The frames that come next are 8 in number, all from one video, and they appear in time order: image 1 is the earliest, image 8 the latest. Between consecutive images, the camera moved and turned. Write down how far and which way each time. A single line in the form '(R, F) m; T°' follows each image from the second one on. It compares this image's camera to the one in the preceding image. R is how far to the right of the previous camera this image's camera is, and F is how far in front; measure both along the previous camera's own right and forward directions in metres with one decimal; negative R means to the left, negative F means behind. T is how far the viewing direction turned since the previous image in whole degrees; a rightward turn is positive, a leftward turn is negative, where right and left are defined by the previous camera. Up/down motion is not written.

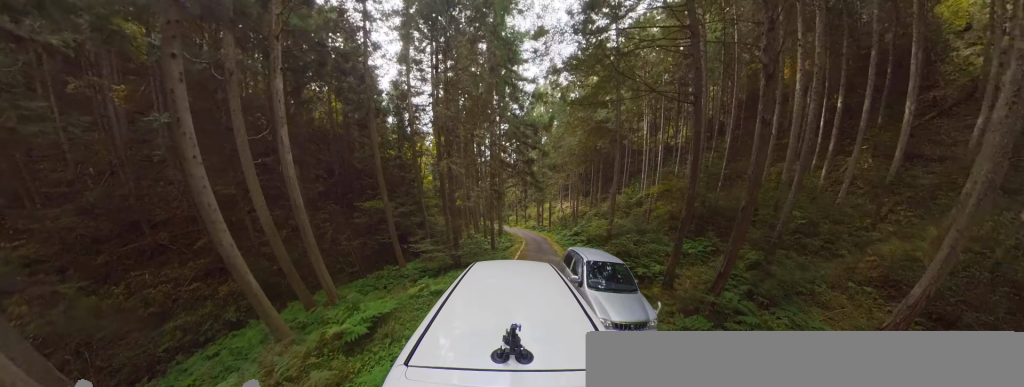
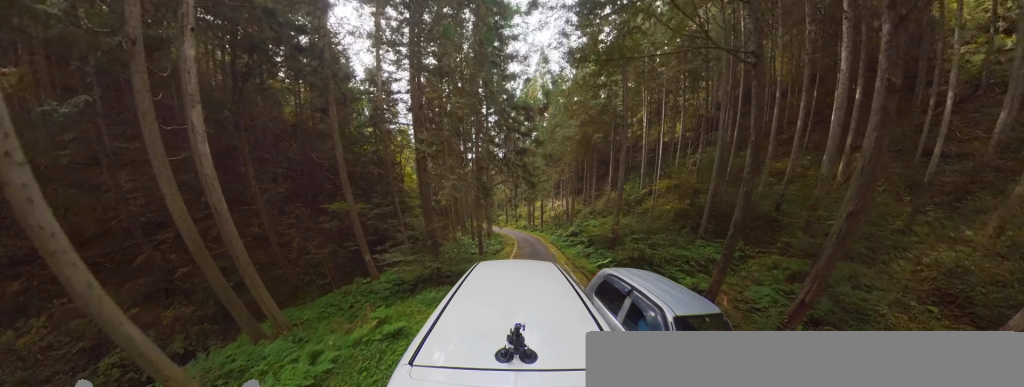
(-1.0, +3.3) m; +1°
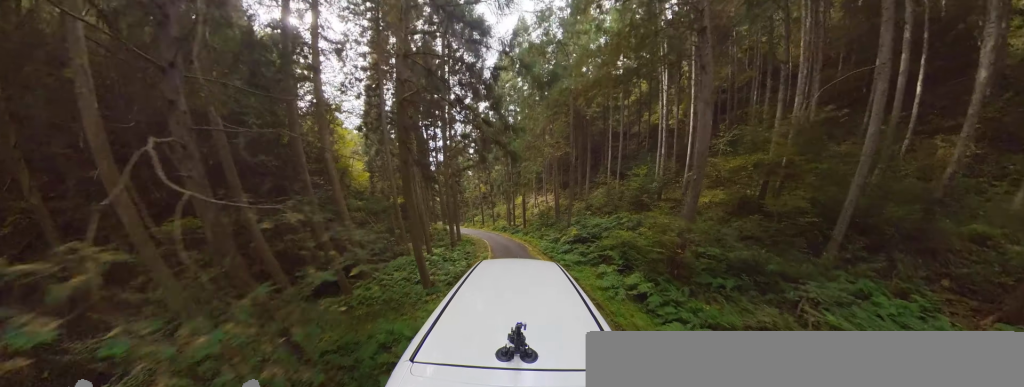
(+0.8, +9.2) m; -7°
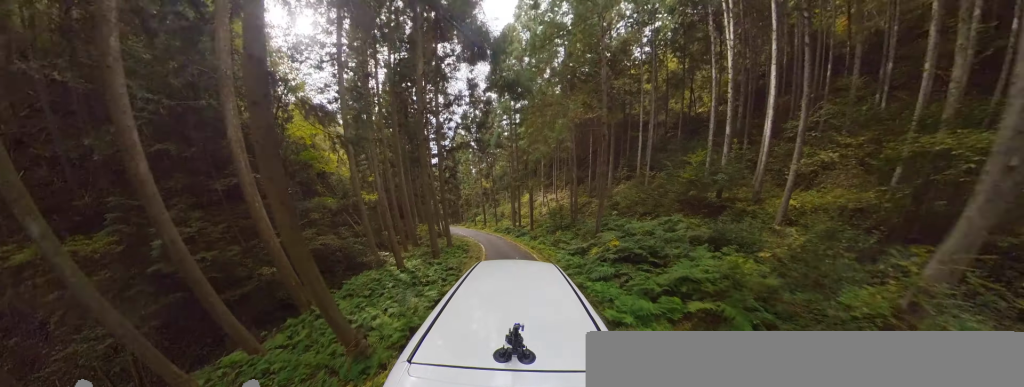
(-0.8, +5.4) m; -9°
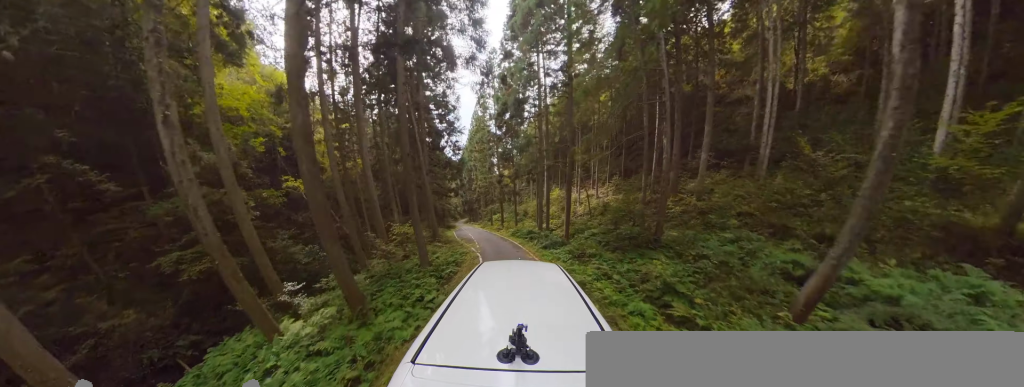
(-0.2, +9.0) m; -4°
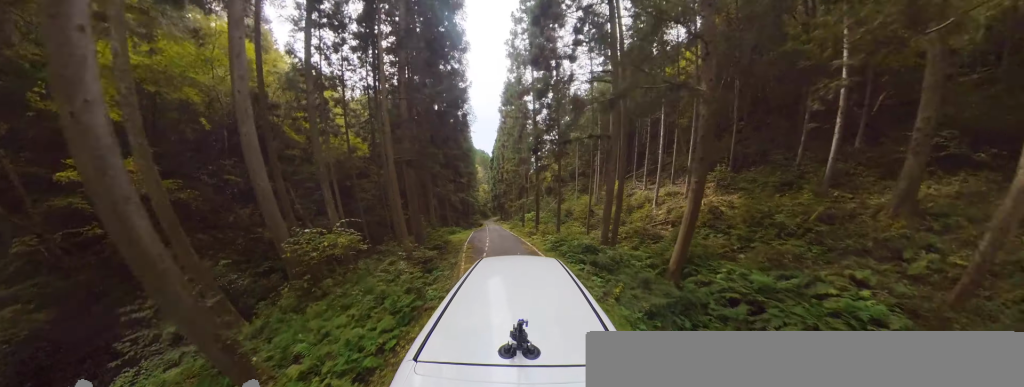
(-0.6, +10.1) m; -8°
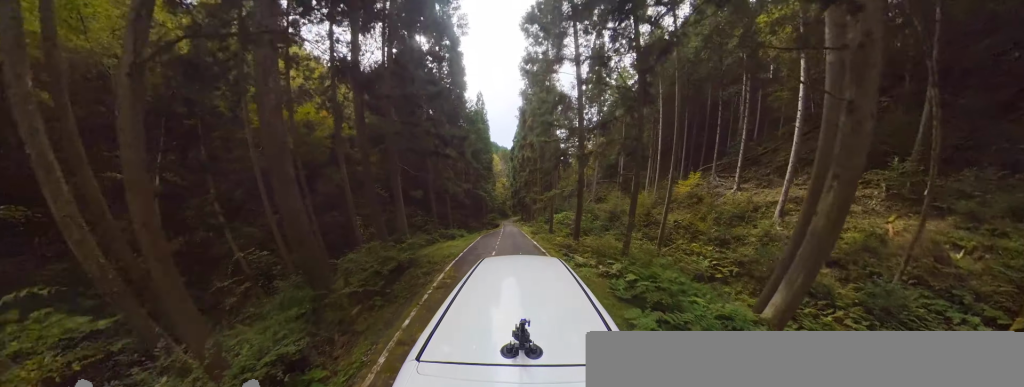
(-0.6, +8.8) m; -2°
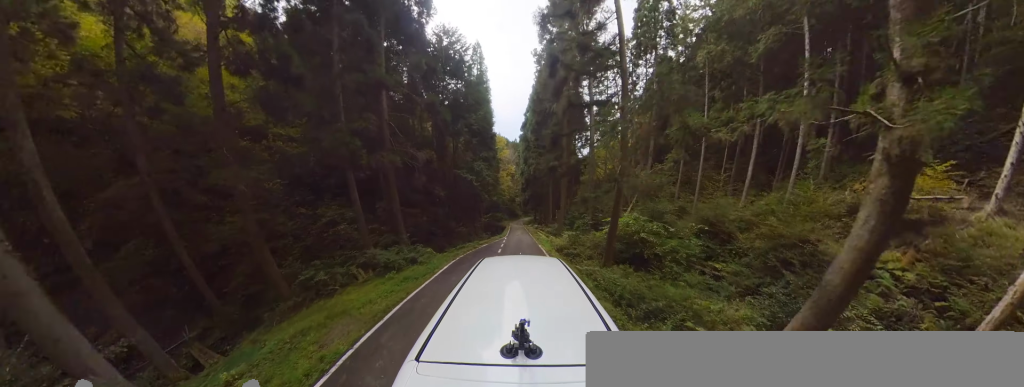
(+0.7, +12.3) m; +6°
